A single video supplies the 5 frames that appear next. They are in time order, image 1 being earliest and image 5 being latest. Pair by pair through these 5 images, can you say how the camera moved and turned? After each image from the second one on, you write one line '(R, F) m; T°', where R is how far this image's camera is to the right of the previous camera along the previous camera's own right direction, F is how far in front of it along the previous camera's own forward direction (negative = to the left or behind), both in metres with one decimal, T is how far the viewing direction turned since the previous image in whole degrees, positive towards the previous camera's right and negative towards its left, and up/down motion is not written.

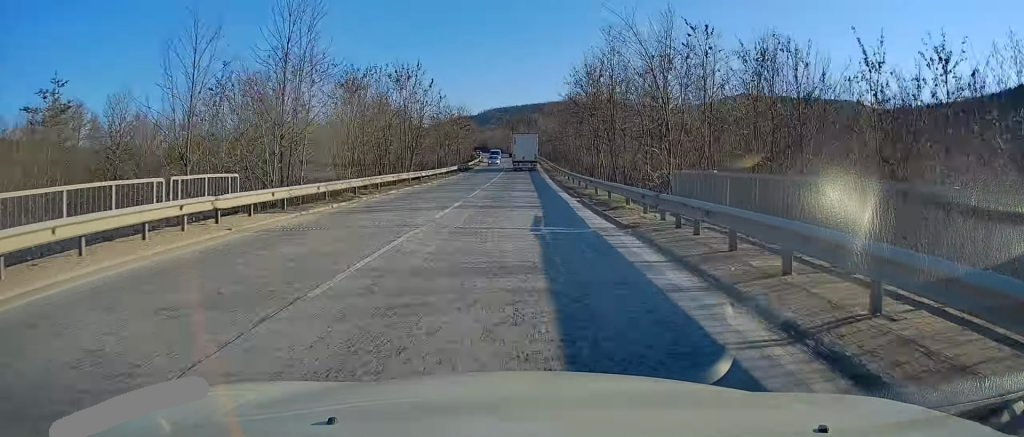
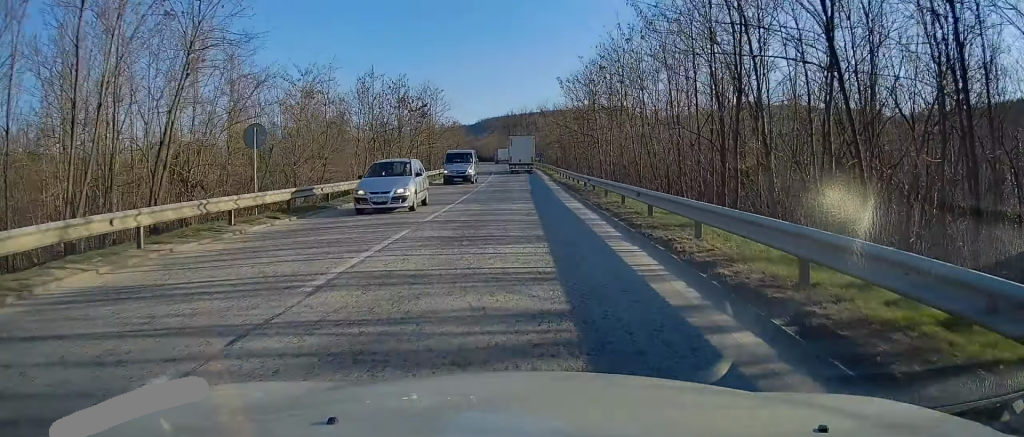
(-0.4, +35.5) m; -1°
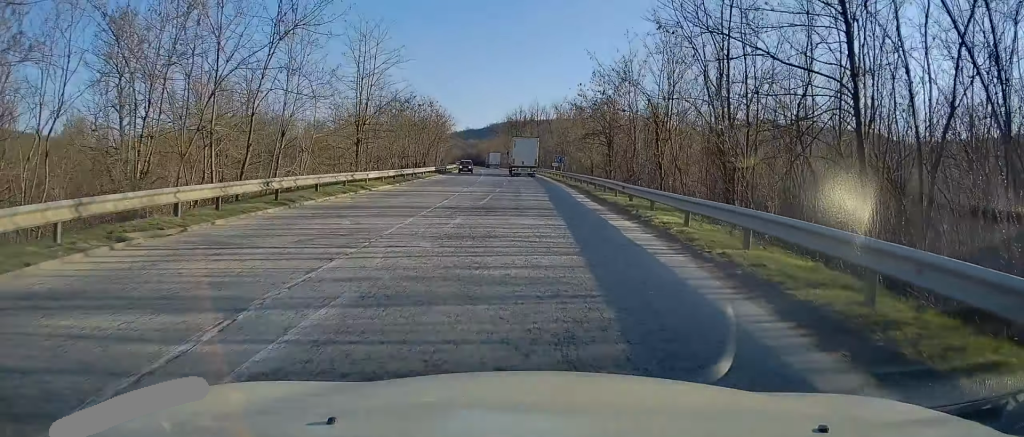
(0.0, +40.6) m; 0°
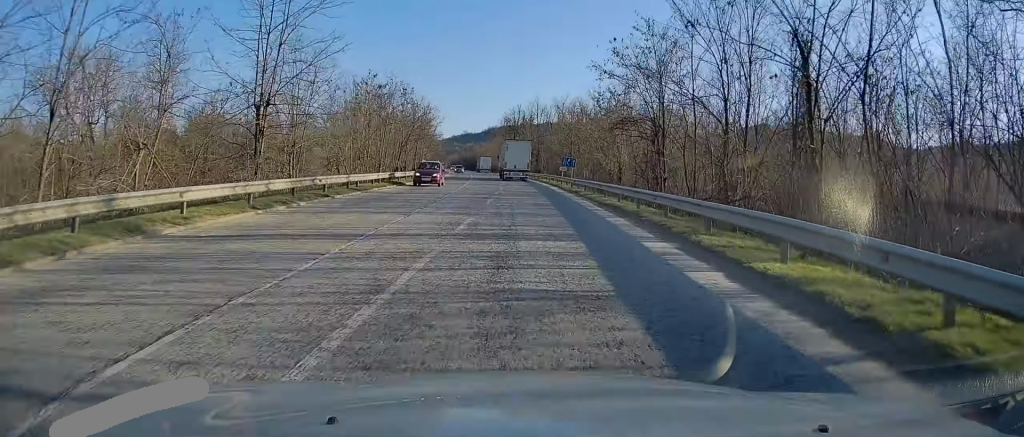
(-0.1, +17.1) m; 0°
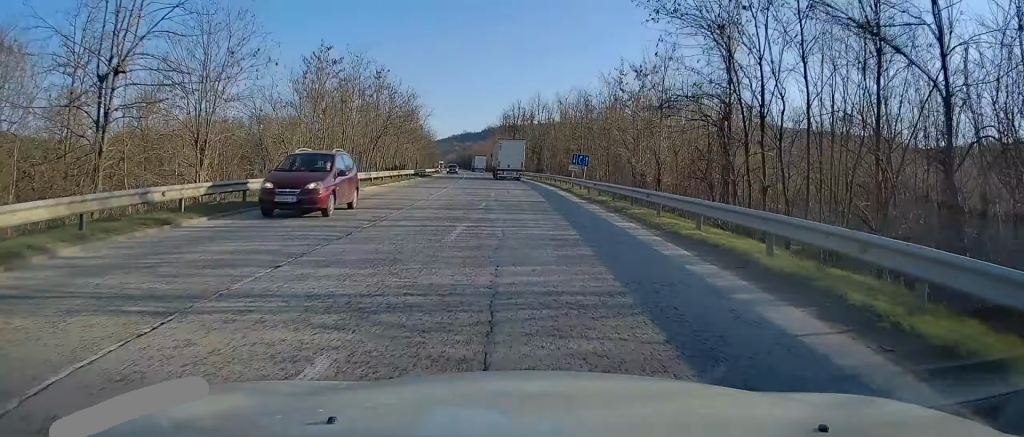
(+0.1, +11.4) m; 0°
